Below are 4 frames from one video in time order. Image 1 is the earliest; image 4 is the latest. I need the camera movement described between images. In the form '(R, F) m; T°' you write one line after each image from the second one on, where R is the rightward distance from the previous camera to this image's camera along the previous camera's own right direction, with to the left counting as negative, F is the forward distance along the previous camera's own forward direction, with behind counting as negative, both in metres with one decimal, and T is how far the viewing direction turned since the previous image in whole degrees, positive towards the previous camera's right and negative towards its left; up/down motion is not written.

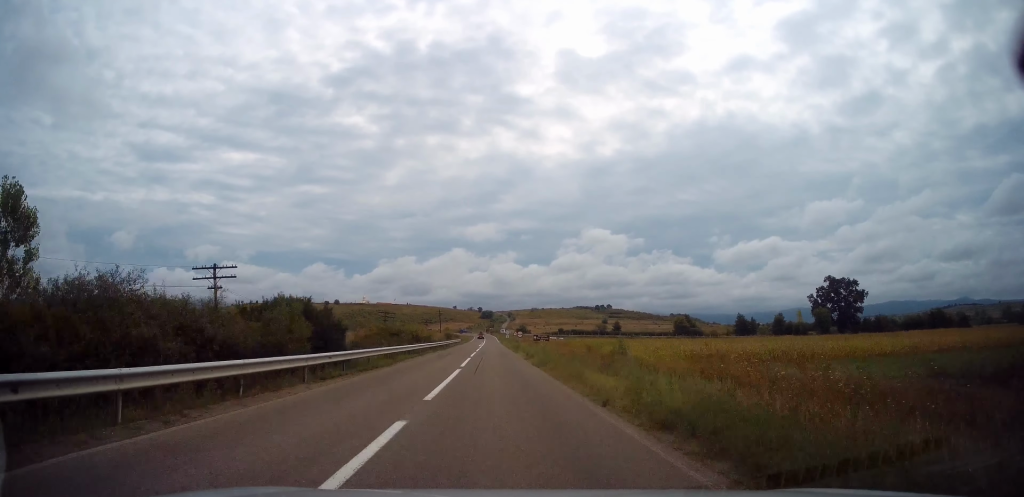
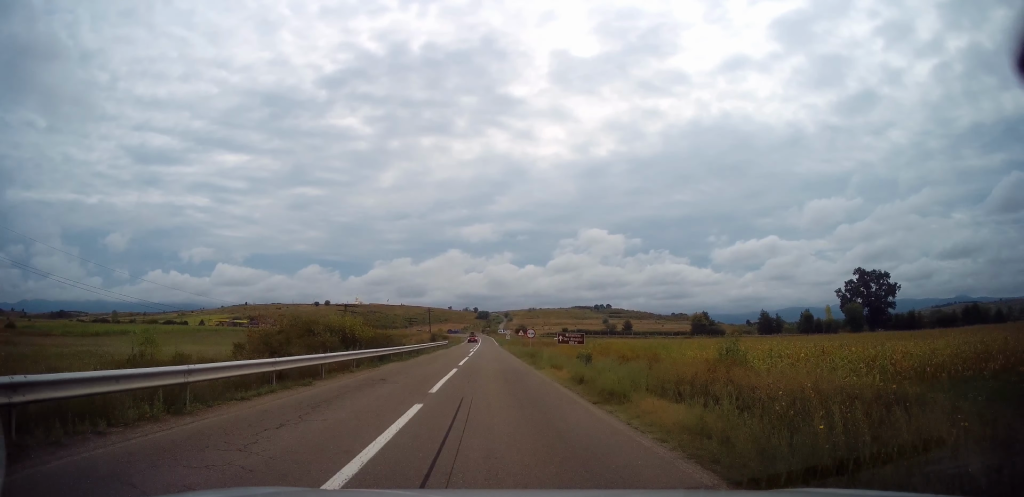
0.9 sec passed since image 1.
(0.0, +21.9) m; 0°
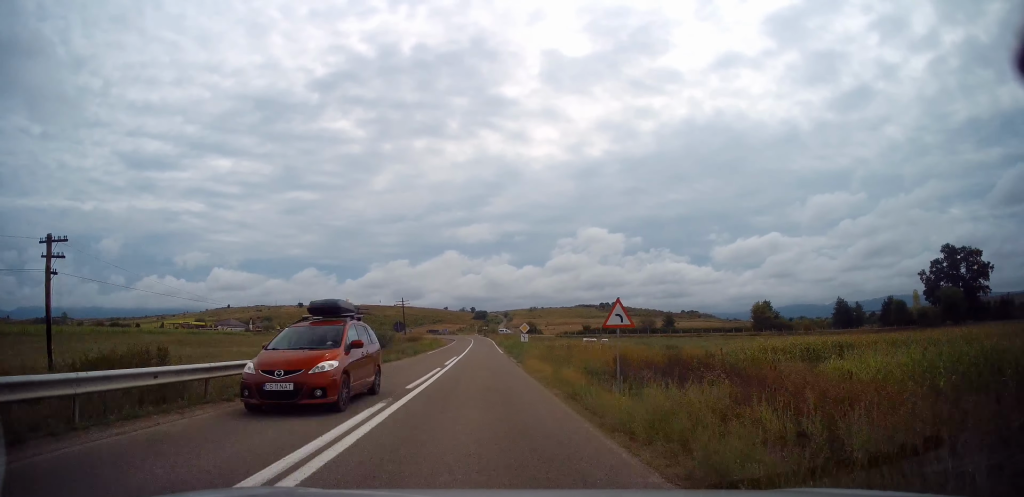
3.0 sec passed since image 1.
(-0.3, +46.3) m; 0°
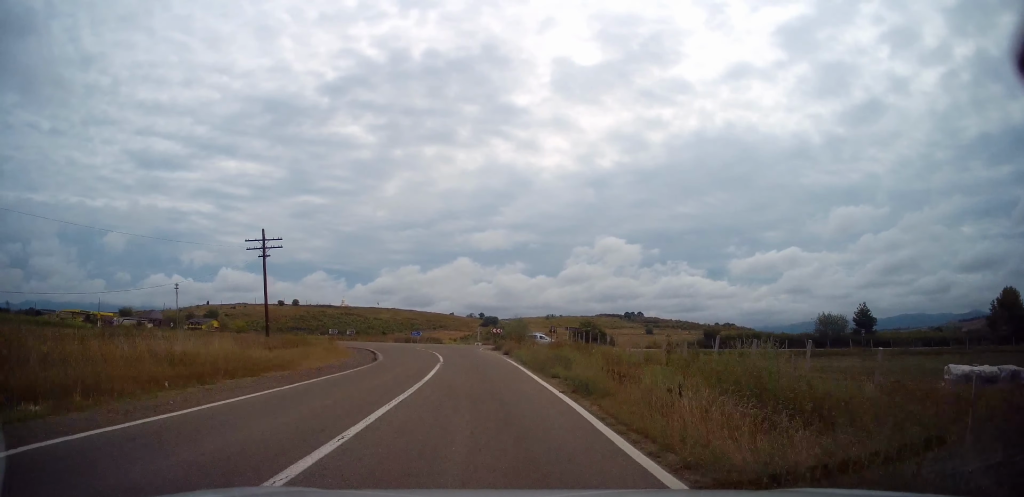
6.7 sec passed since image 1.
(-0.2, +77.8) m; -1°
